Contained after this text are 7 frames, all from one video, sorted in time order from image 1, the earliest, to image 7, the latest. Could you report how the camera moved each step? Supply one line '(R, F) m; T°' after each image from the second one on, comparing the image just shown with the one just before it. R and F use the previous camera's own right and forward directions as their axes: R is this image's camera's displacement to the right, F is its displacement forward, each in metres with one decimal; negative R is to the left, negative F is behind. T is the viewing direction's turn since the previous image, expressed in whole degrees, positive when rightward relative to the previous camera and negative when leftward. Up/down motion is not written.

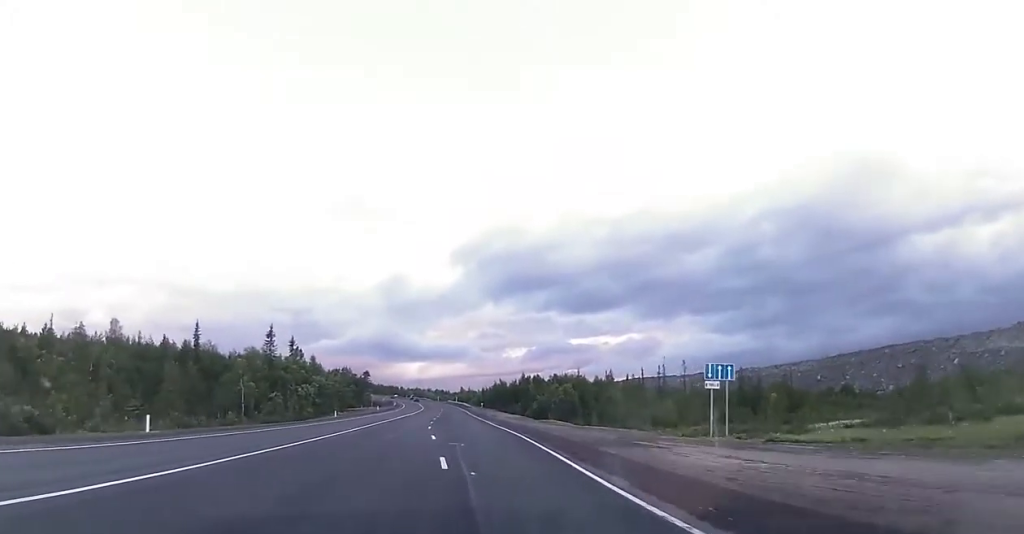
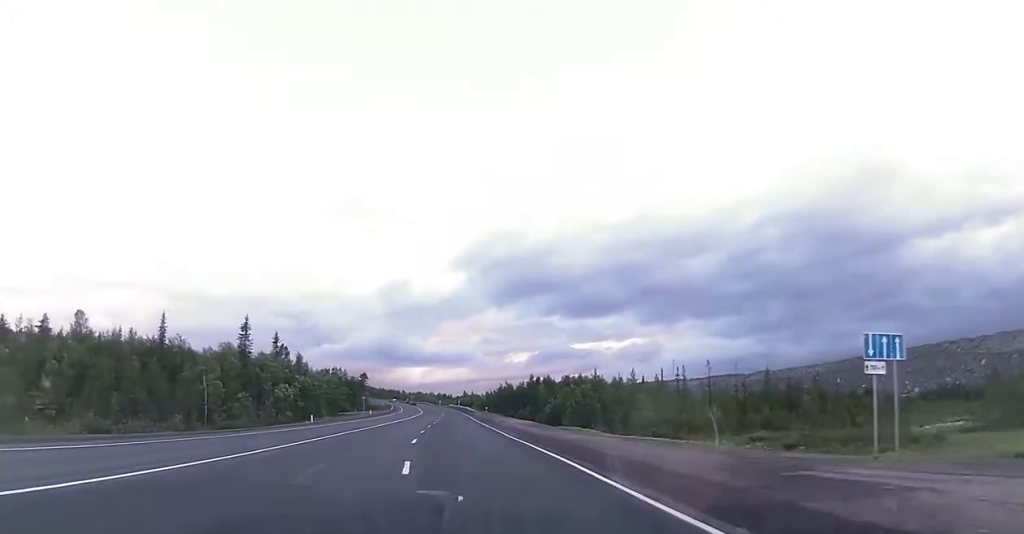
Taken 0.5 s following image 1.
(-0.1, +12.8) m; 0°
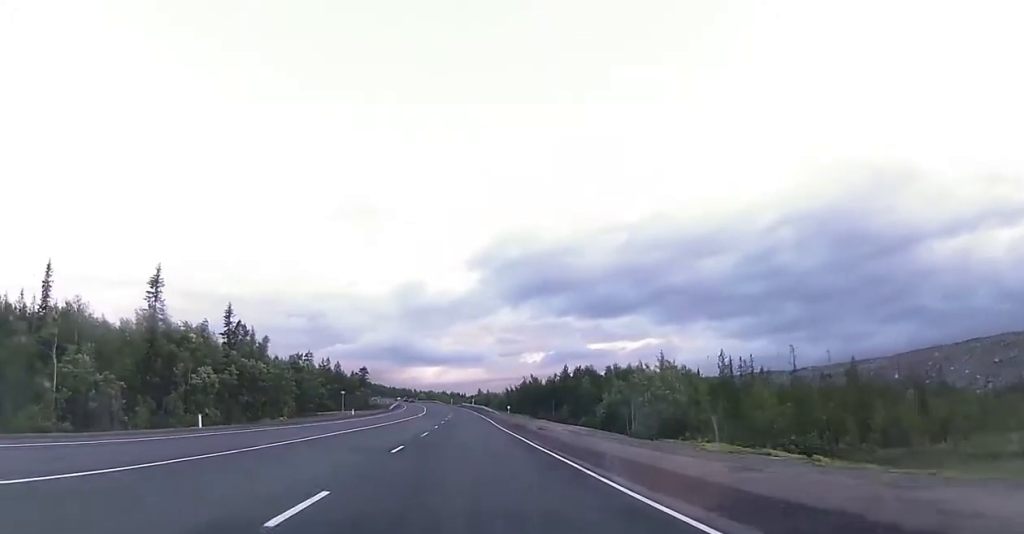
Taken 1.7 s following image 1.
(+0.3, +30.0) m; -1°
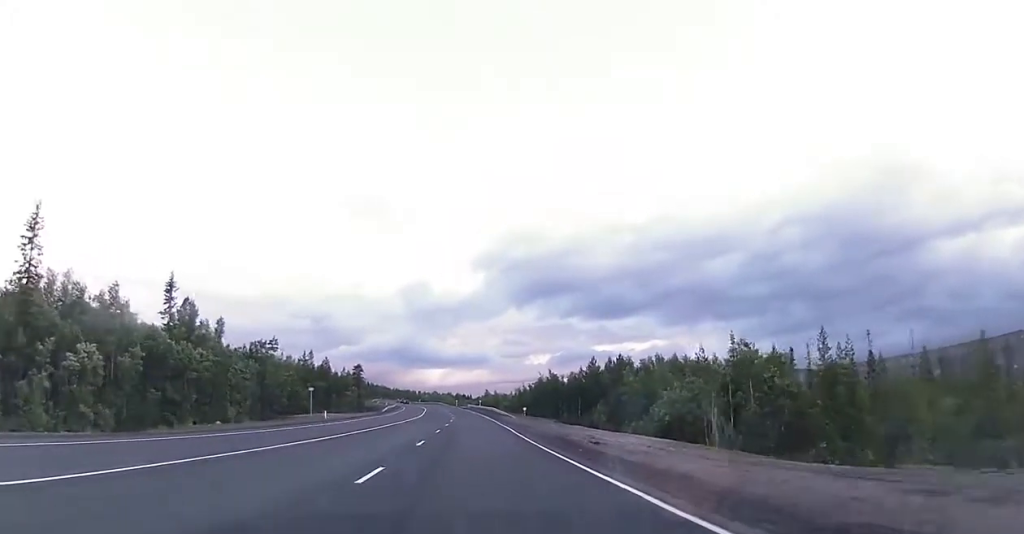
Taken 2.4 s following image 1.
(-0.4, +19.6) m; -1°
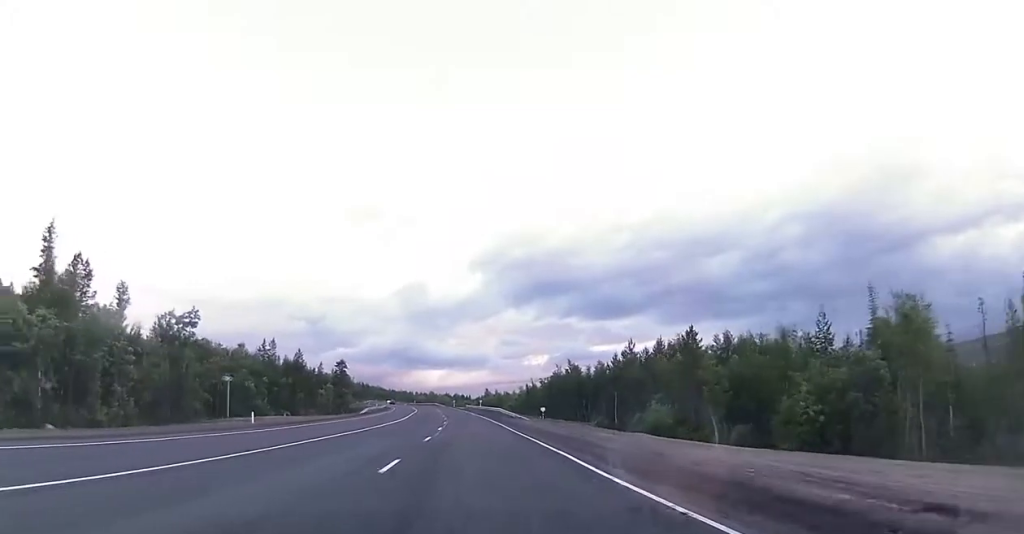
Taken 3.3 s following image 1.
(0.0, +22.1) m; +1°
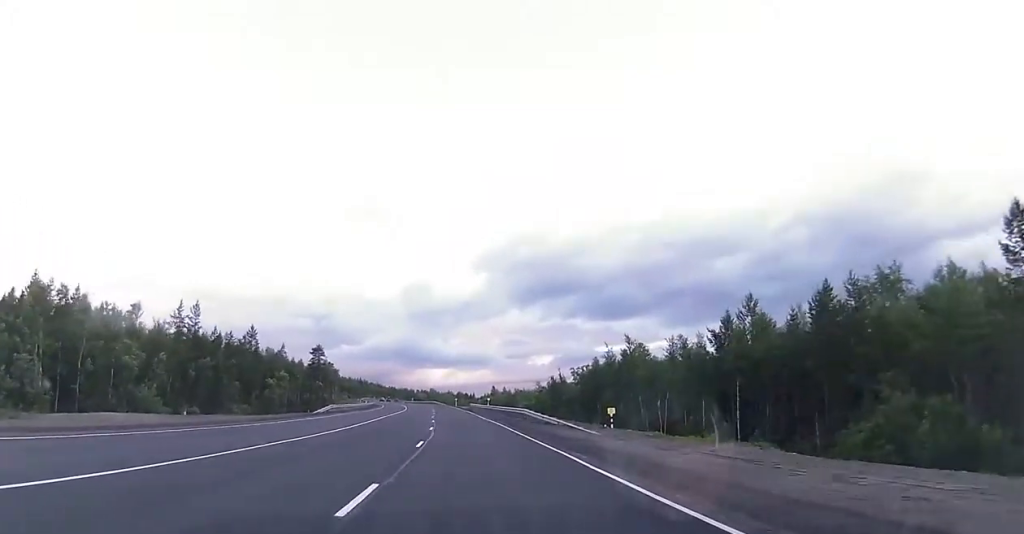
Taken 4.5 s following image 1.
(+0.2, +29.3) m; -1°
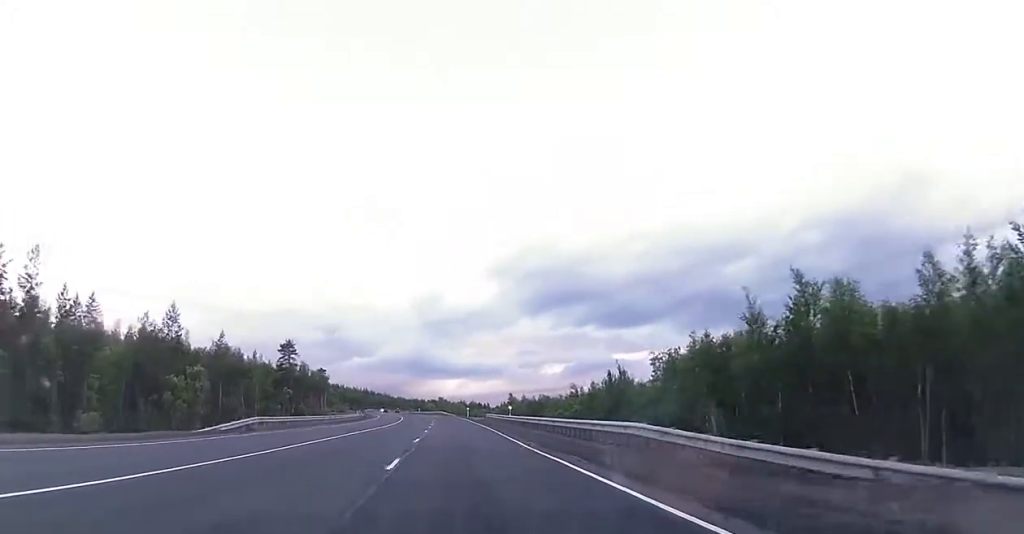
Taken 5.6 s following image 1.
(-0.4, +28.8) m; 0°
